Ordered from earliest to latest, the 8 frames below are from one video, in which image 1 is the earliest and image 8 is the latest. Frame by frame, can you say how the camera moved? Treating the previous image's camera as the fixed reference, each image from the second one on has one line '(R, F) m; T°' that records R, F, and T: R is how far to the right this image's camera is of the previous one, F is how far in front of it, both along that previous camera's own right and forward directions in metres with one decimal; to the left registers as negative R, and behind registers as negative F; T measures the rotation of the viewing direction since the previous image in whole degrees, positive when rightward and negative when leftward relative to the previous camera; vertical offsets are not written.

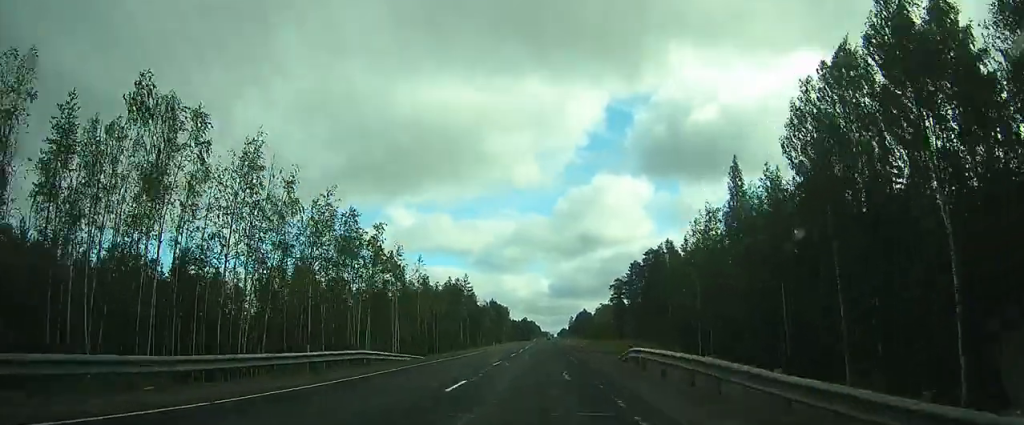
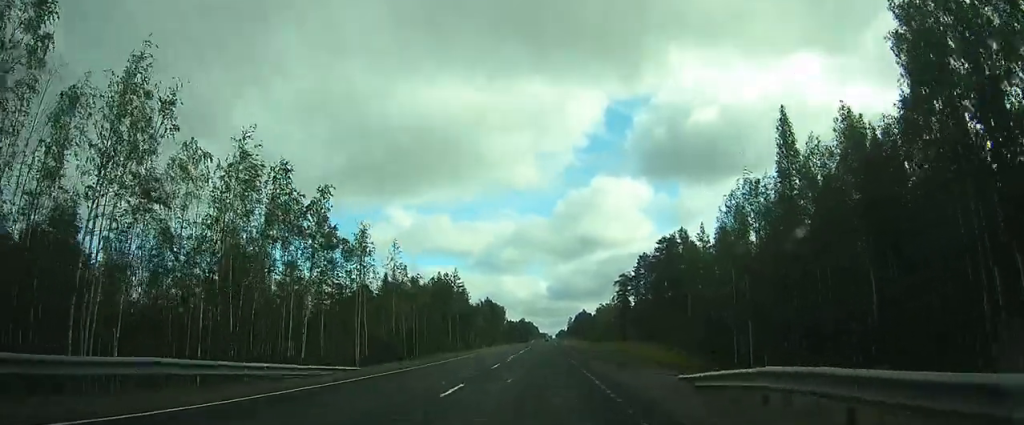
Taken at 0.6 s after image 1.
(0.0, +12.6) m; +1°
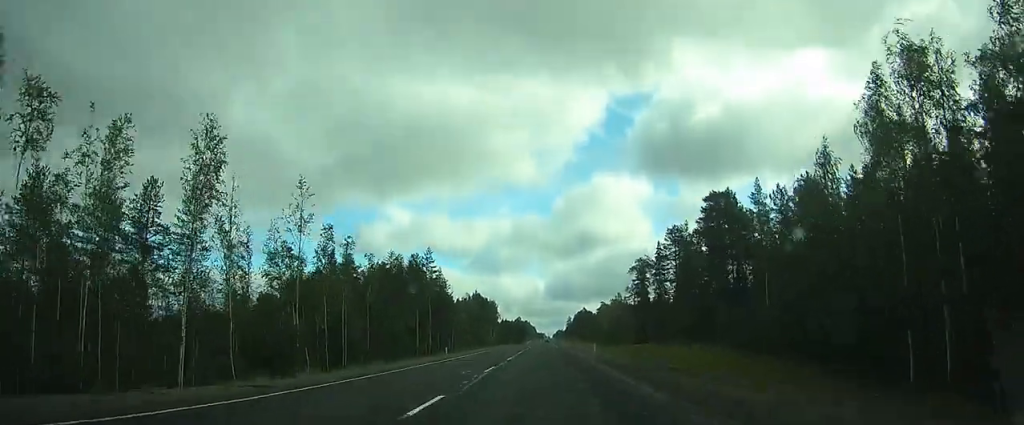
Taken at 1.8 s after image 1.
(+0.4, +26.7) m; +2°
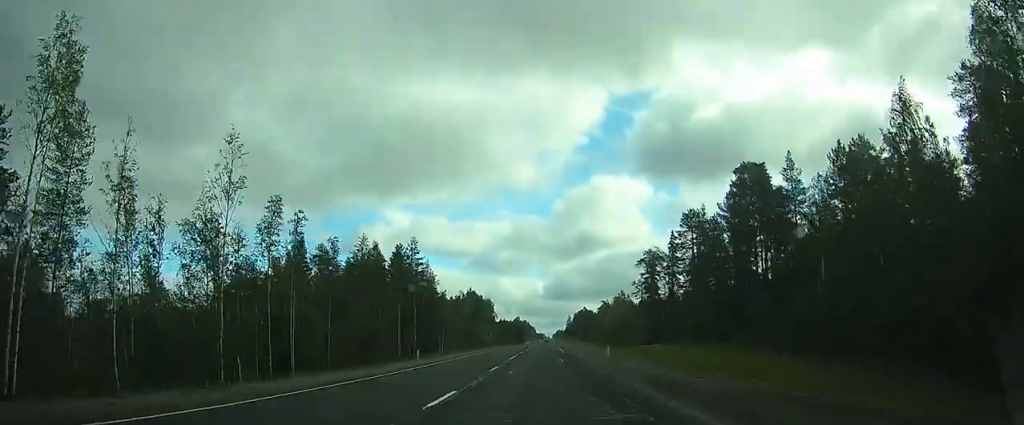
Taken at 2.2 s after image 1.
(+0.2, +10.4) m; +1°
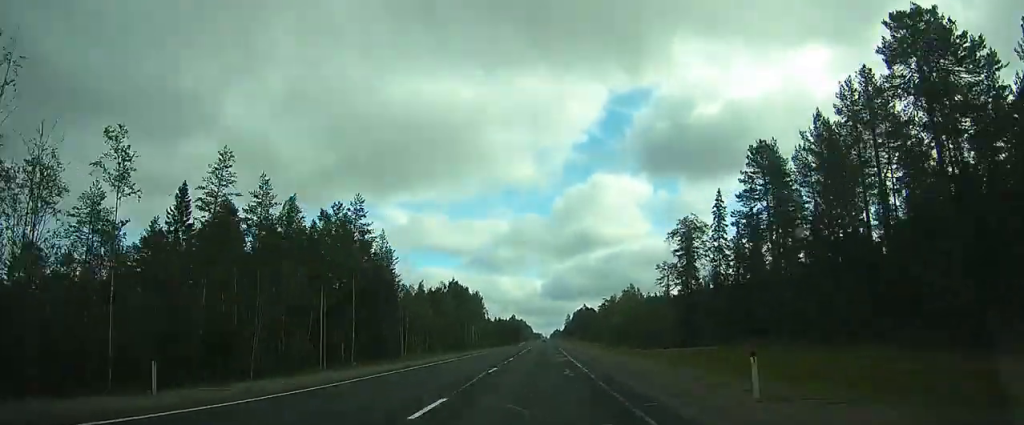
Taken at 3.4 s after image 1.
(+0.1, +25.3) m; 0°
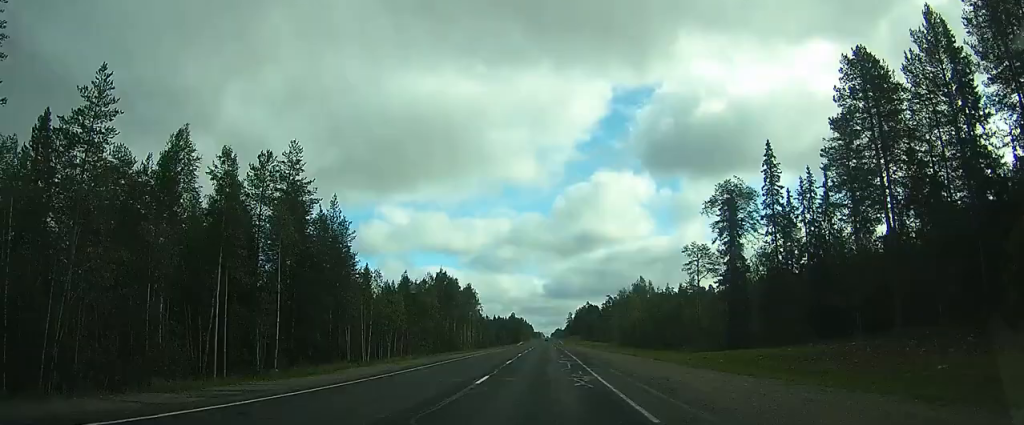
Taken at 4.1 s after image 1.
(0.0, +16.4) m; 0°
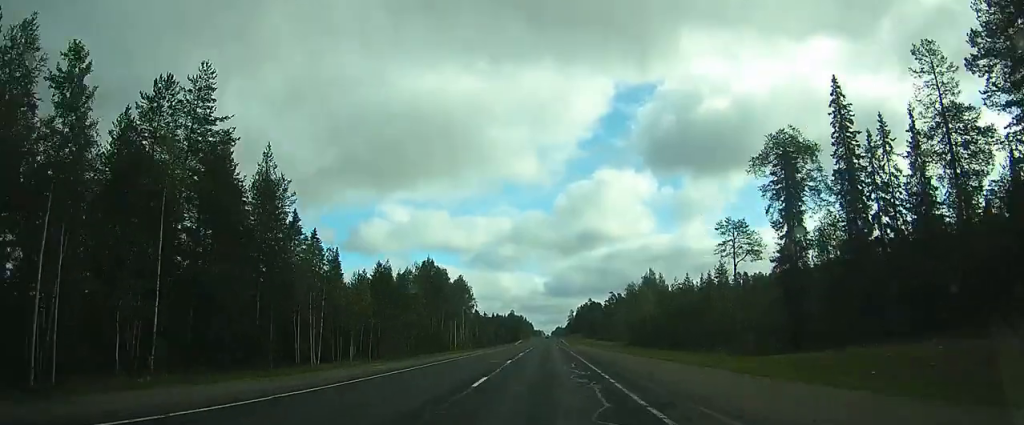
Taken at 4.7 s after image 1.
(0.0, +13.4) m; 0°
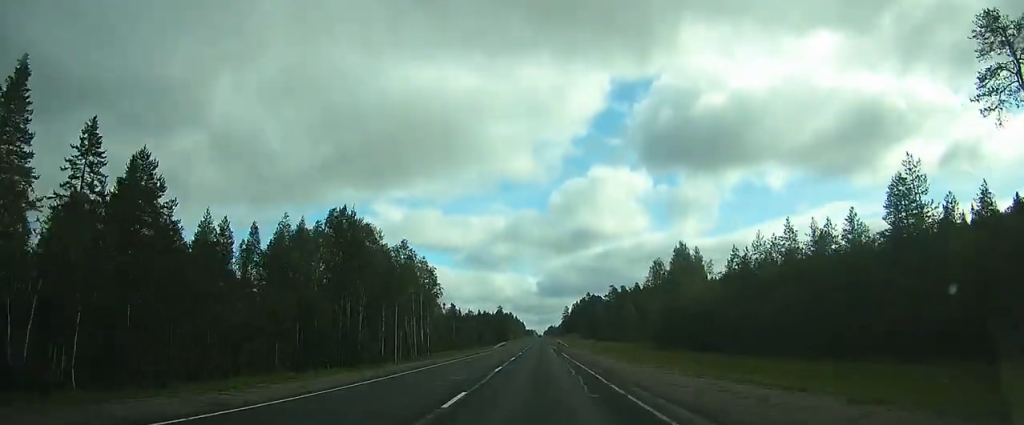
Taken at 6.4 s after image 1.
(-0.1, +39.0) m; +1°
